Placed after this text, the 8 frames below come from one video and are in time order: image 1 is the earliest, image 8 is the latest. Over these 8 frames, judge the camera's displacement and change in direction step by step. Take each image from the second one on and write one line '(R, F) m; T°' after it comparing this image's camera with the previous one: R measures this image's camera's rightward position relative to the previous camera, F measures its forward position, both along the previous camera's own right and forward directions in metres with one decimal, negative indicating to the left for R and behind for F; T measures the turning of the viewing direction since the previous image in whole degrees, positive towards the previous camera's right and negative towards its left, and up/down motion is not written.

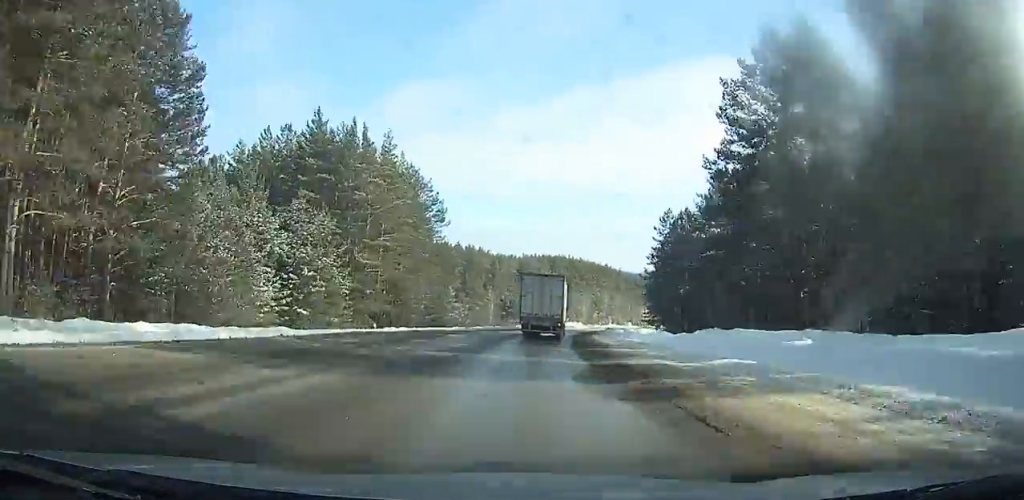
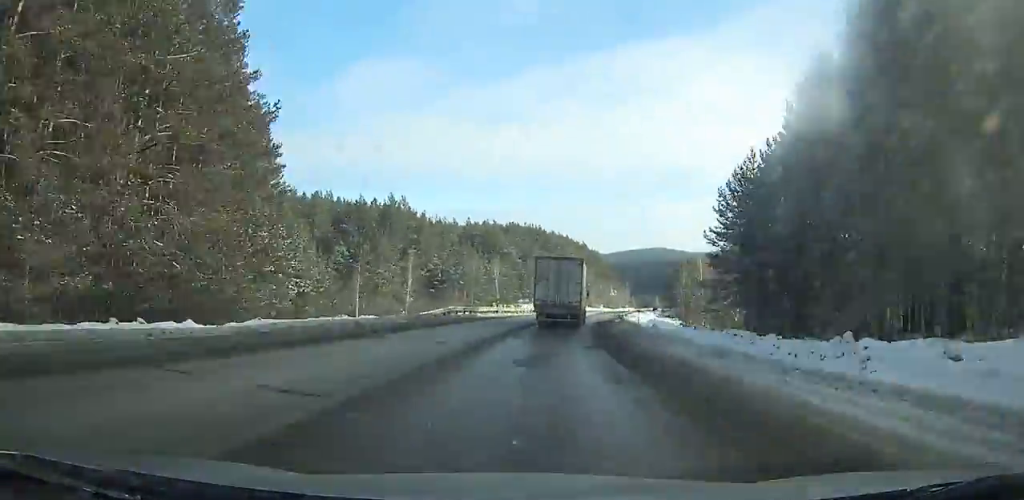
(+1.0, +47.9) m; +5°
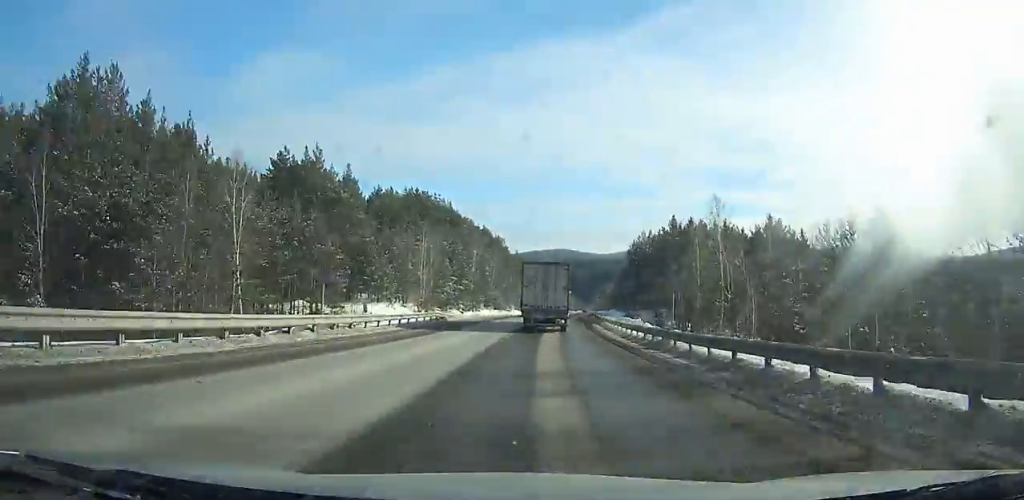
(+5.1, +60.9) m; +8°
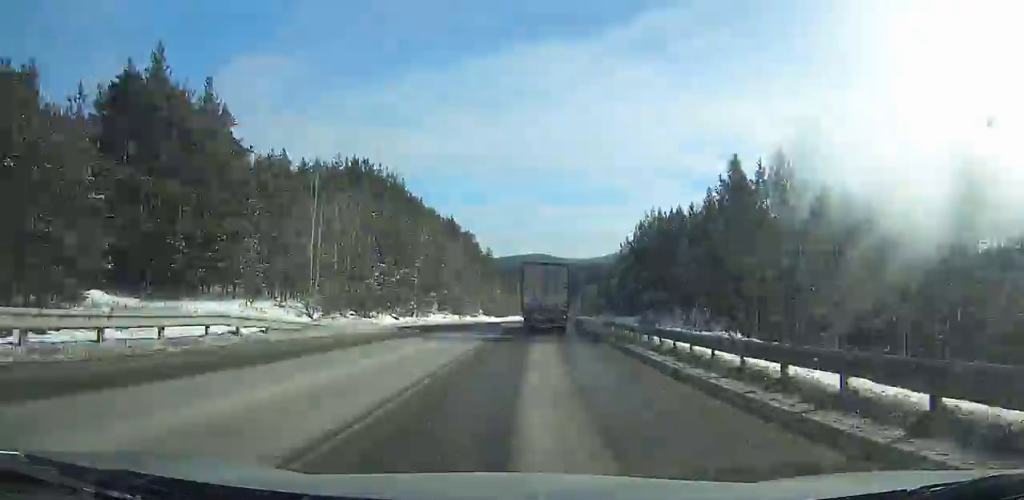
(+1.1, +26.8) m; +3°
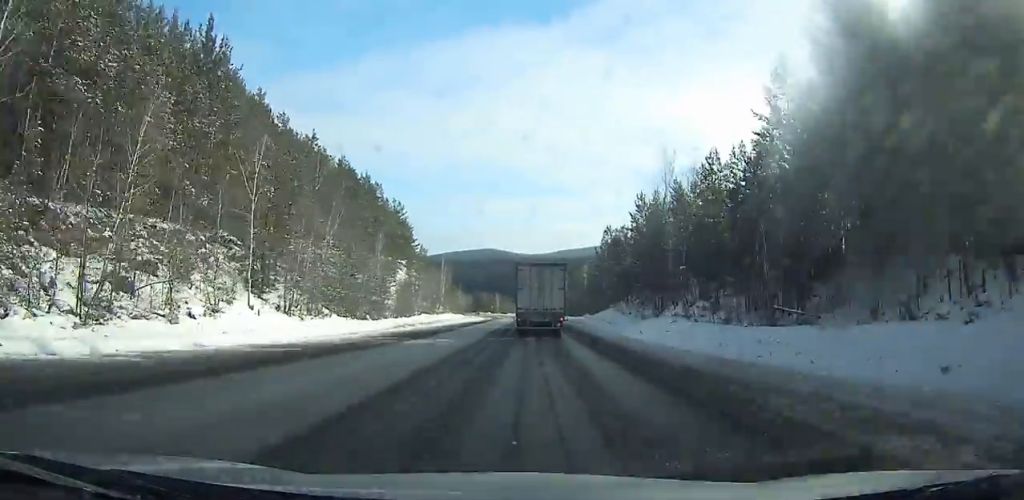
(+3.4, +73.4) m; +4°
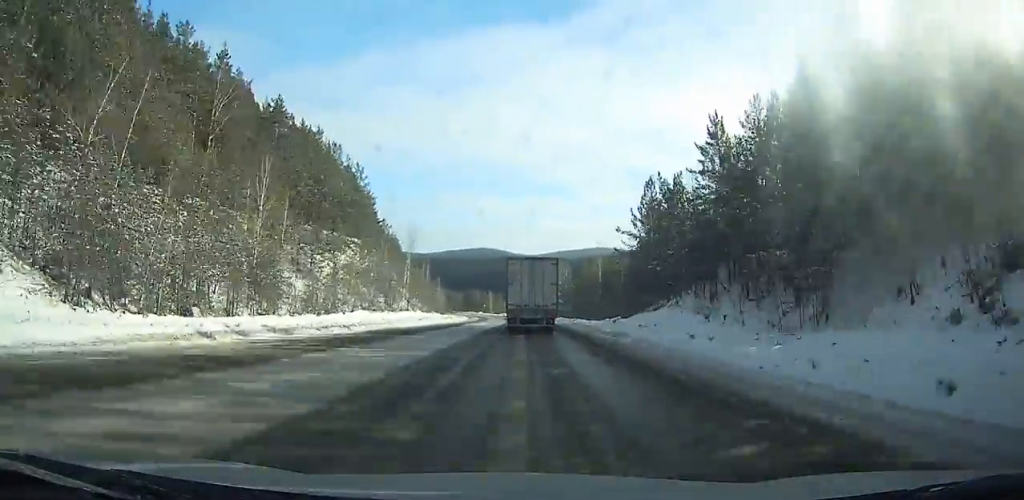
(+0.3, +27.2) m; 0°
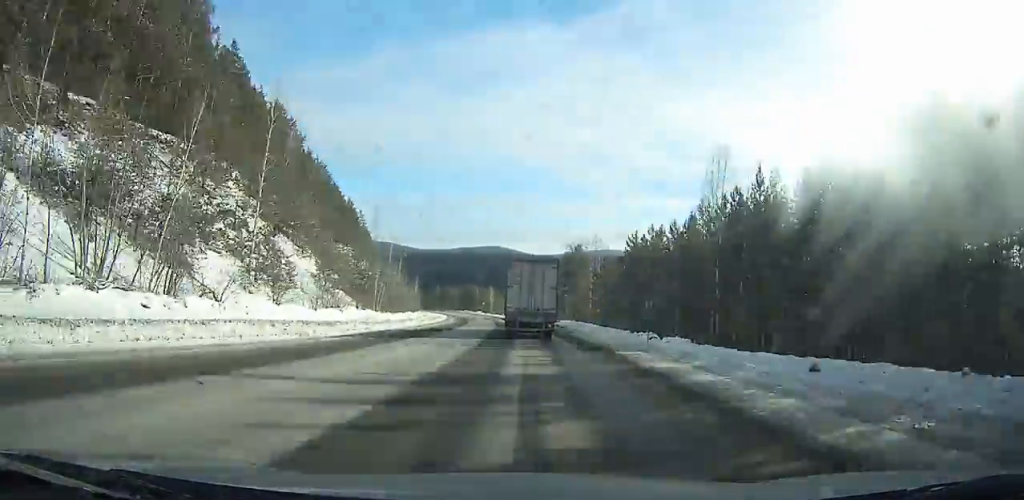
(0.0, +50.7) m; -1°
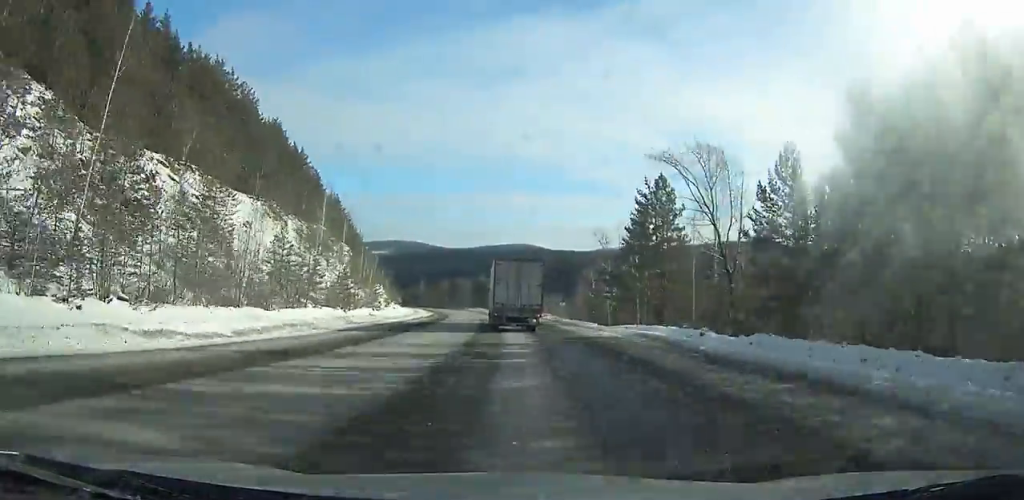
(-0.8, +50.9) m; -3°
